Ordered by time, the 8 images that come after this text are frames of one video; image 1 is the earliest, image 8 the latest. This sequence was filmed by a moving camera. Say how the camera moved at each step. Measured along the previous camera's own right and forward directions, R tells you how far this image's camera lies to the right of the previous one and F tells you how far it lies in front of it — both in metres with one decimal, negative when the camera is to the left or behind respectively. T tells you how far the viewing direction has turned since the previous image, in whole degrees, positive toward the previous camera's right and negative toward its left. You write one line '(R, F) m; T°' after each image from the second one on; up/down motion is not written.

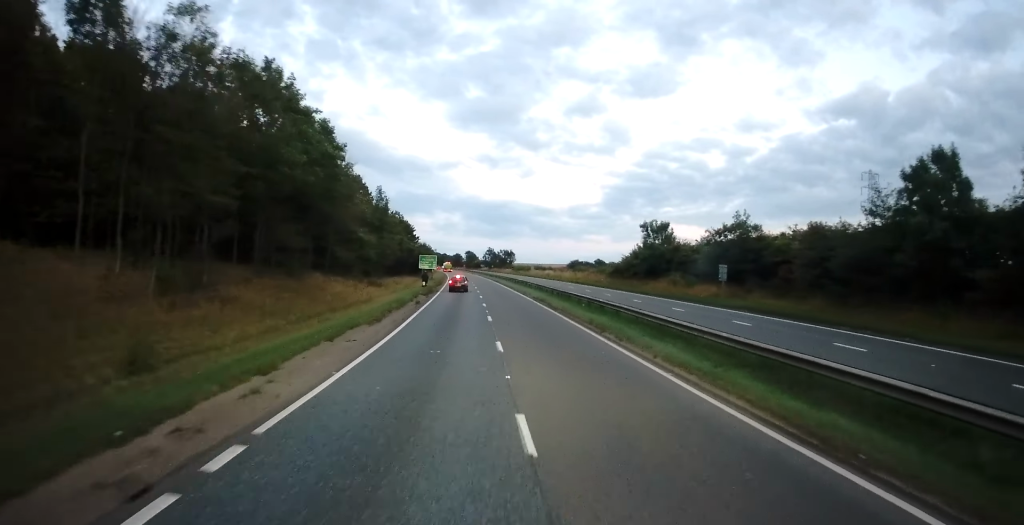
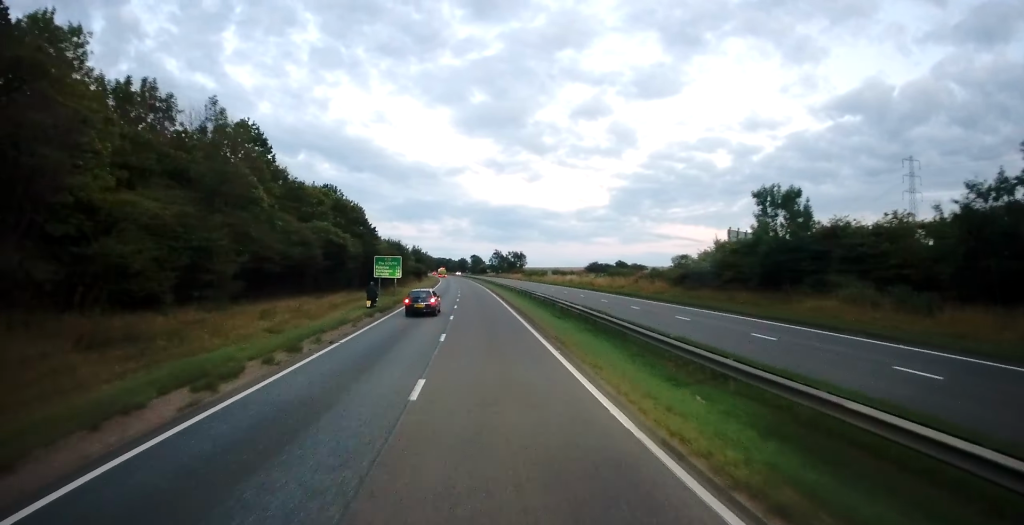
(+0.2, +32.2) m; 0°
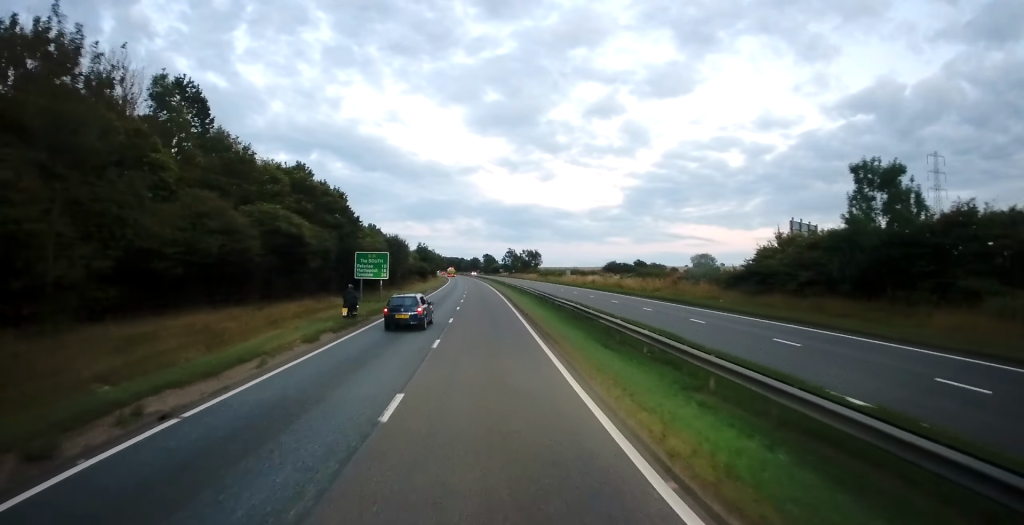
(+0.2, +10.7) m; -1°
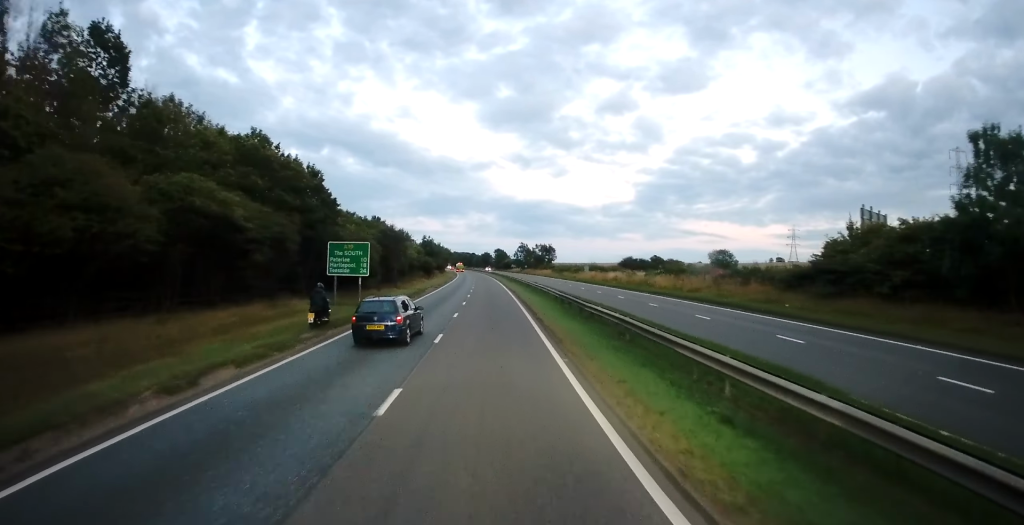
(-0.3, +8.7) m; -1°
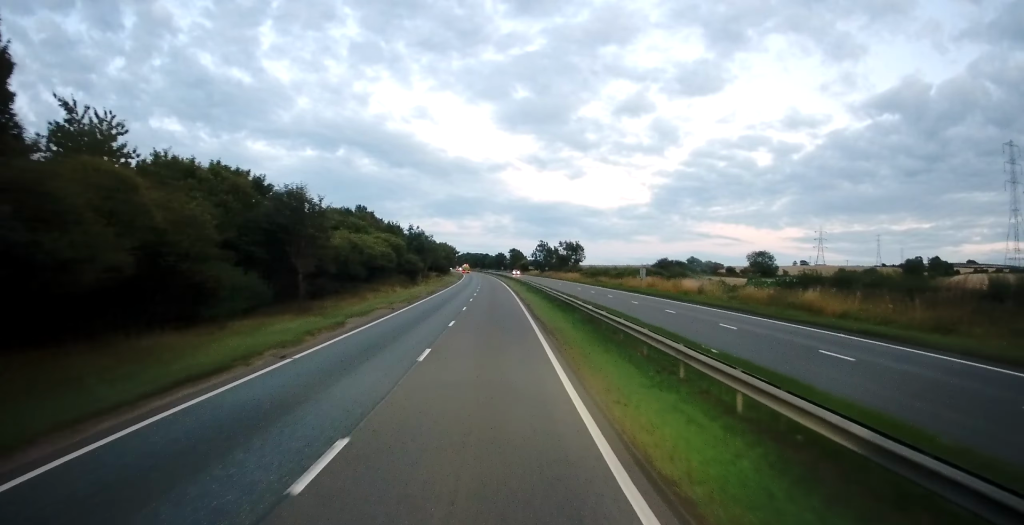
(-0.9, +29.5) m; -1°
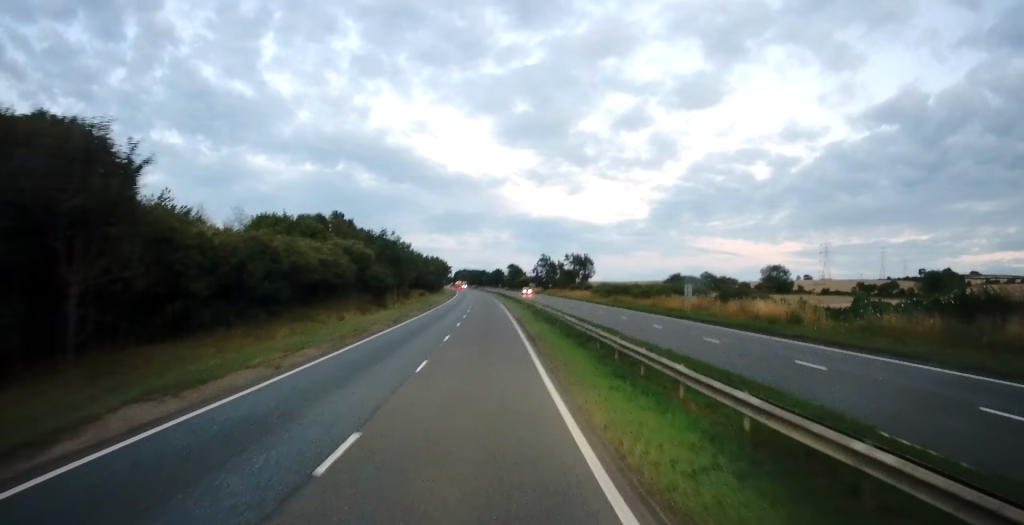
(+0.2, +16.4) m; 0°
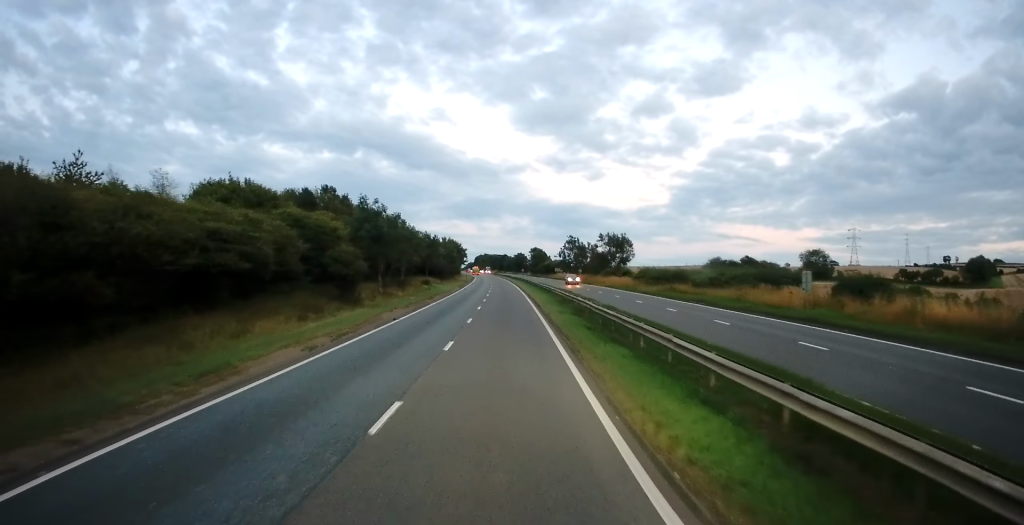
(-0.2, +16.6) m; -2°
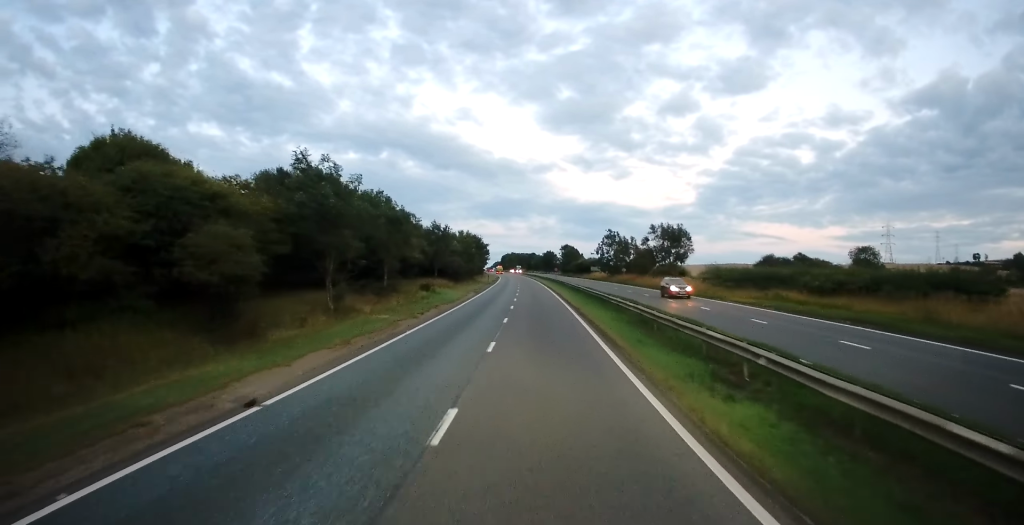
(-0.5, +18.1) m; -3°
